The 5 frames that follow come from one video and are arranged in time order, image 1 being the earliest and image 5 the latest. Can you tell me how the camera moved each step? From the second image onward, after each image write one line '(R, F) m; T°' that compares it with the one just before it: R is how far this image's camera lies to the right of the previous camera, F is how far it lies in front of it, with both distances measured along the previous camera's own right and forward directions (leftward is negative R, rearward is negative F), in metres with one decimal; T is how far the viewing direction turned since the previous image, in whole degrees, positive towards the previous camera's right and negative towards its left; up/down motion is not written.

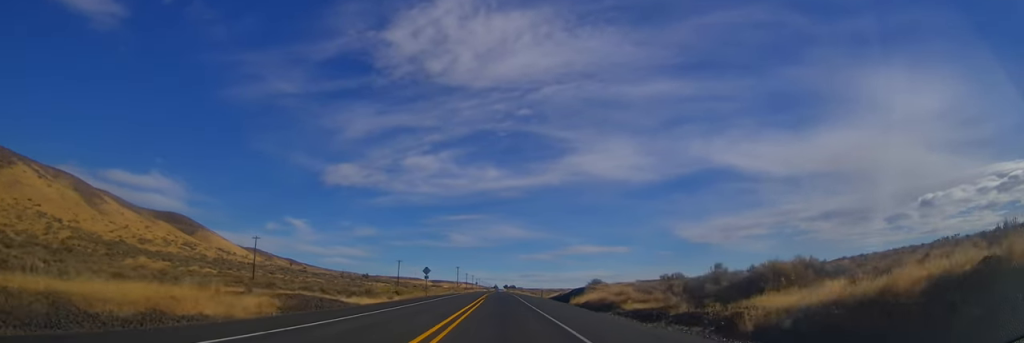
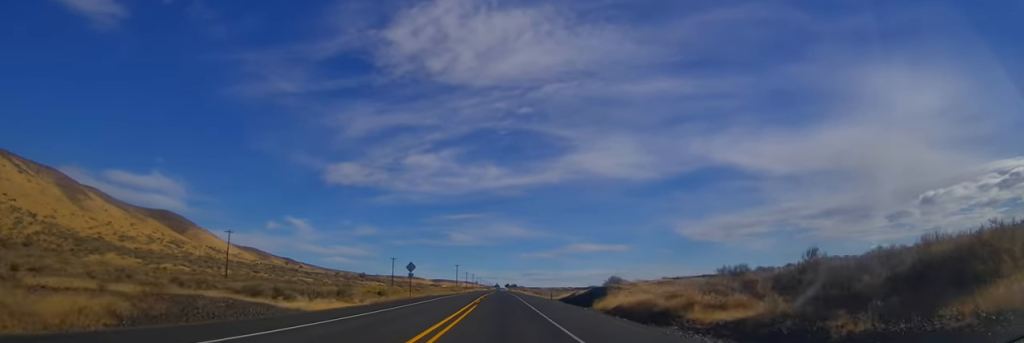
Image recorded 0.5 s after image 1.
(-0.1, +14.1) m; 0°
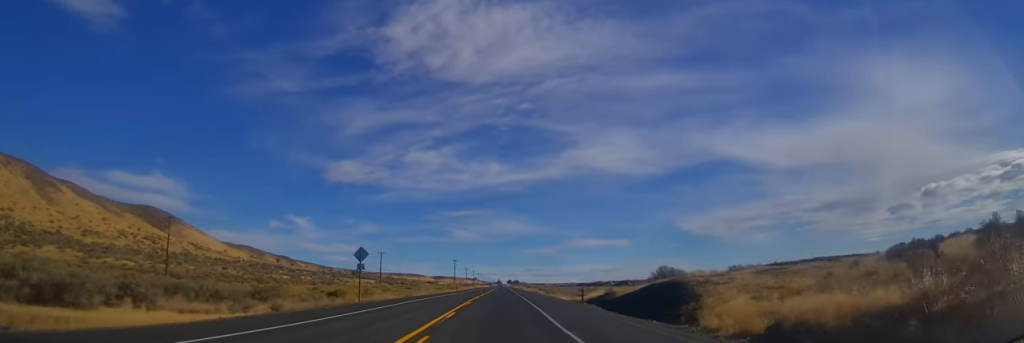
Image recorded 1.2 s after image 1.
(-0.4, +23.2) m; +1°
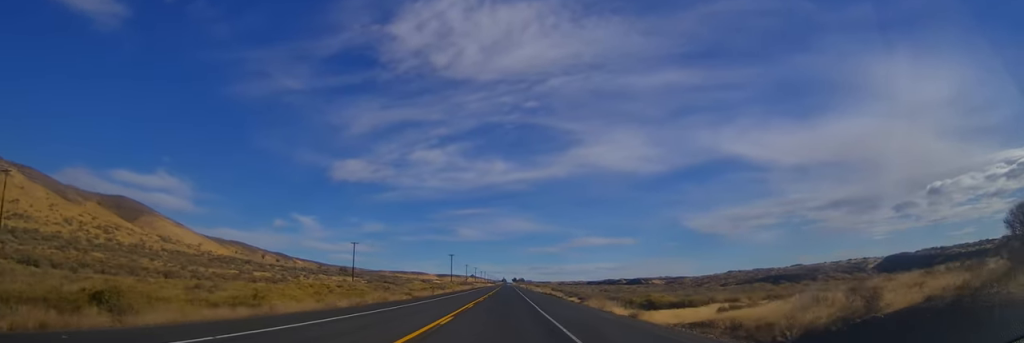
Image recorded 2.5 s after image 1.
(+0.9, +38.6) m; -1°
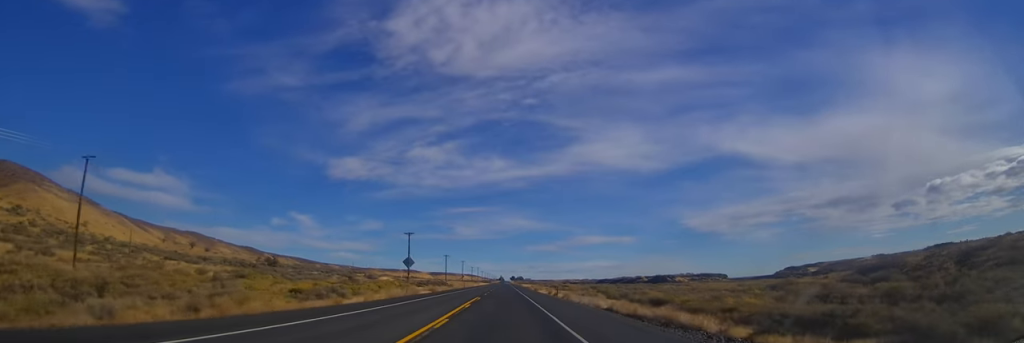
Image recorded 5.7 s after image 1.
(-2.2, +100.1) m; 0°
